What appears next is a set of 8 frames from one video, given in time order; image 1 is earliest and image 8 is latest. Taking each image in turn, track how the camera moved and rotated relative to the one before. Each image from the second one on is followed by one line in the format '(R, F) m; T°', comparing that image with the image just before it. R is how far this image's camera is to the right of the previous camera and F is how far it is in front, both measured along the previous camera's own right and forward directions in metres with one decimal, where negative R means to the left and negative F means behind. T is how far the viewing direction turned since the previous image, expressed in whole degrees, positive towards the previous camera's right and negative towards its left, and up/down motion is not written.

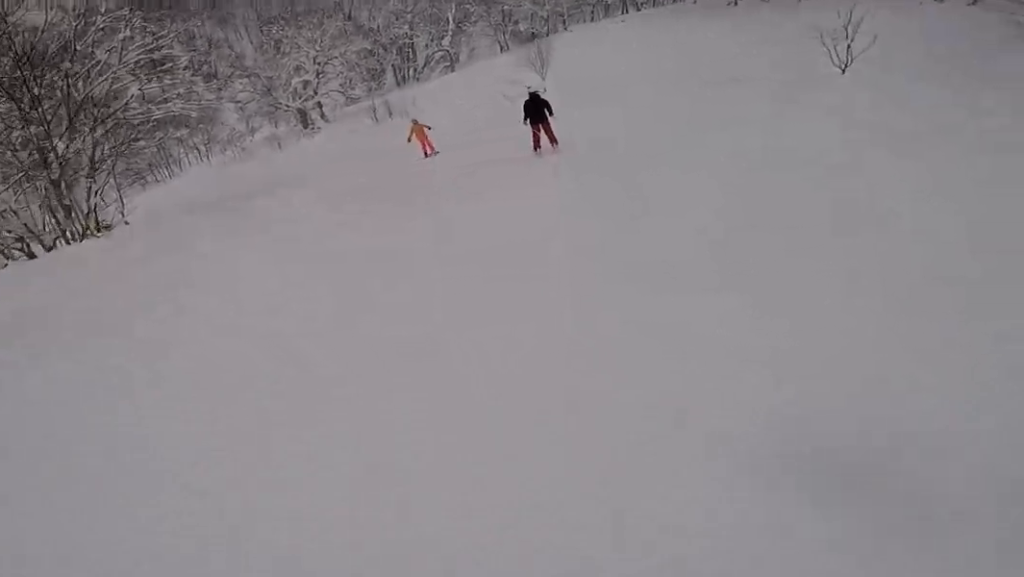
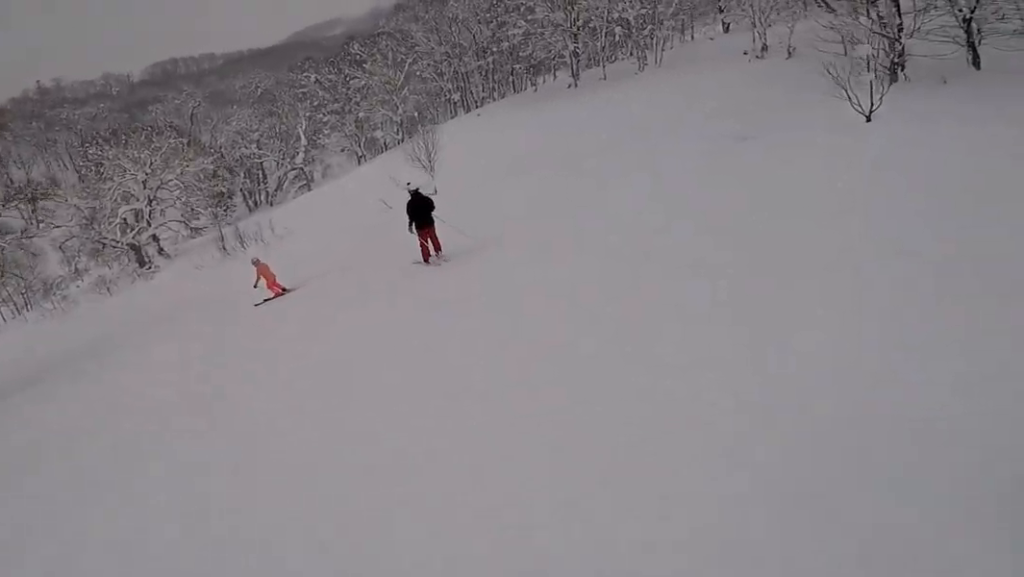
(+0.9, +6.4) m; +6°
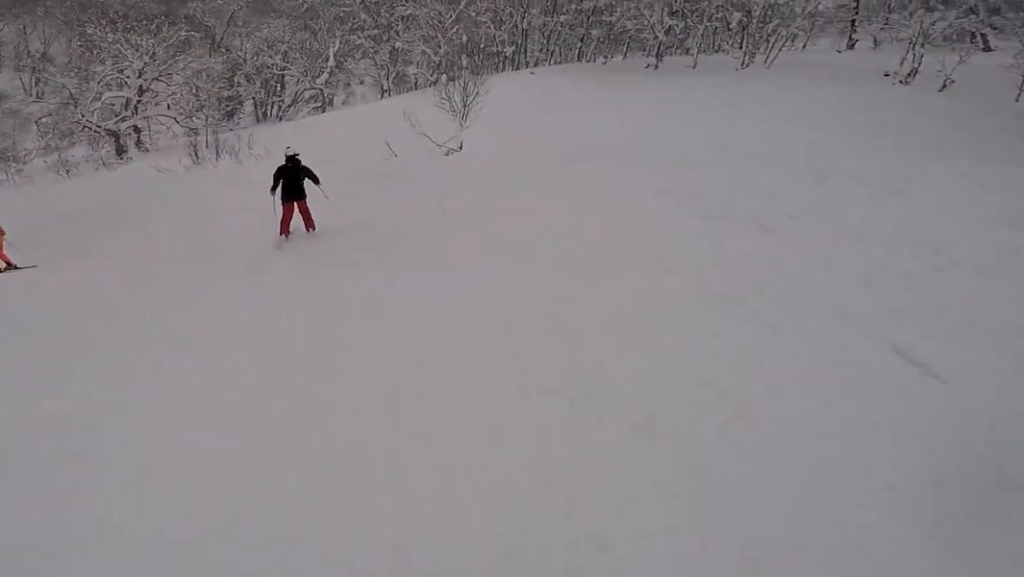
(+0.2, +5.8) m; -10°
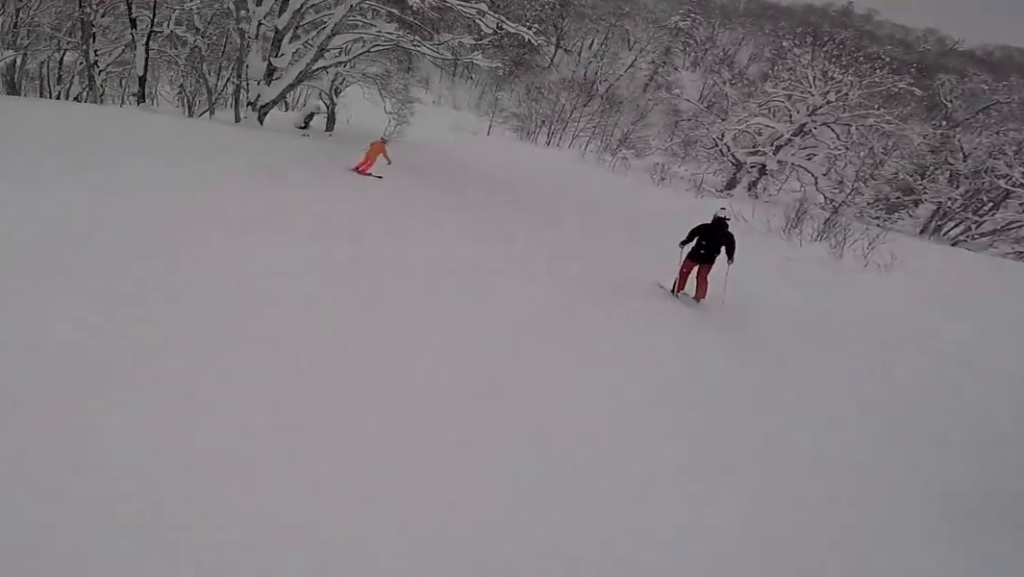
(-1.8, +6.4) m; -20°
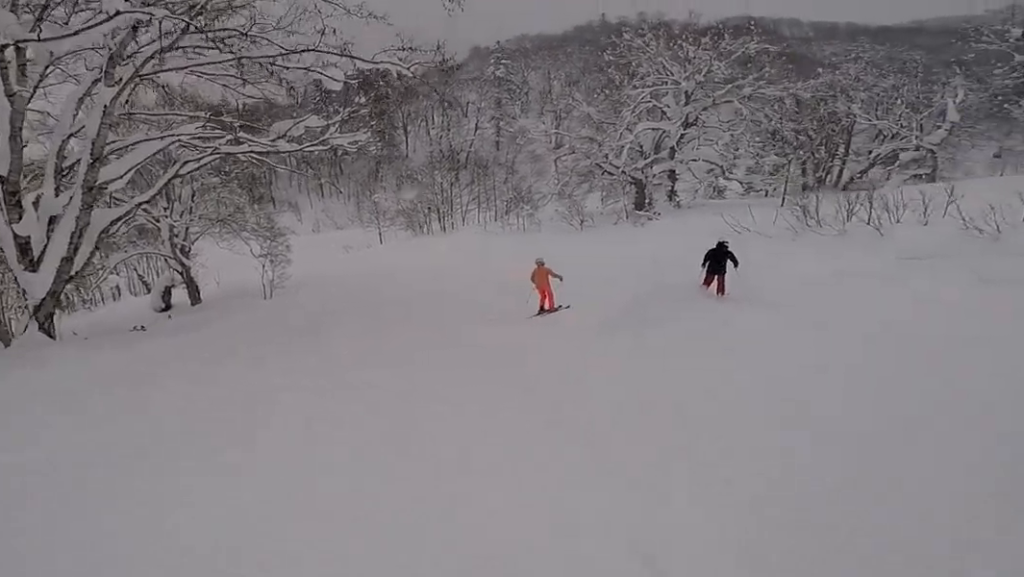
(-1.7, +9.9) m; -5°
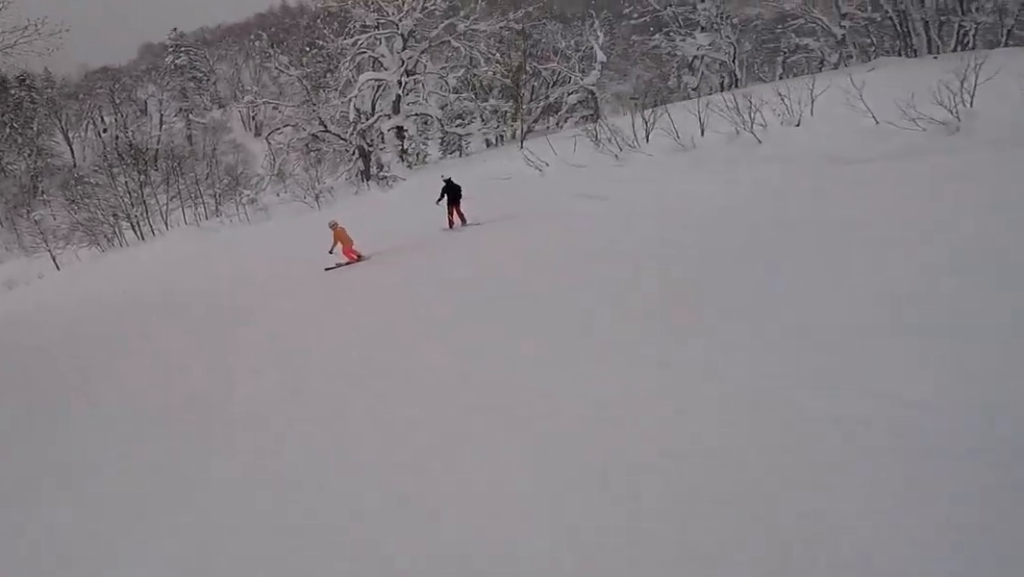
(+1.4, +7.6) m; +9°
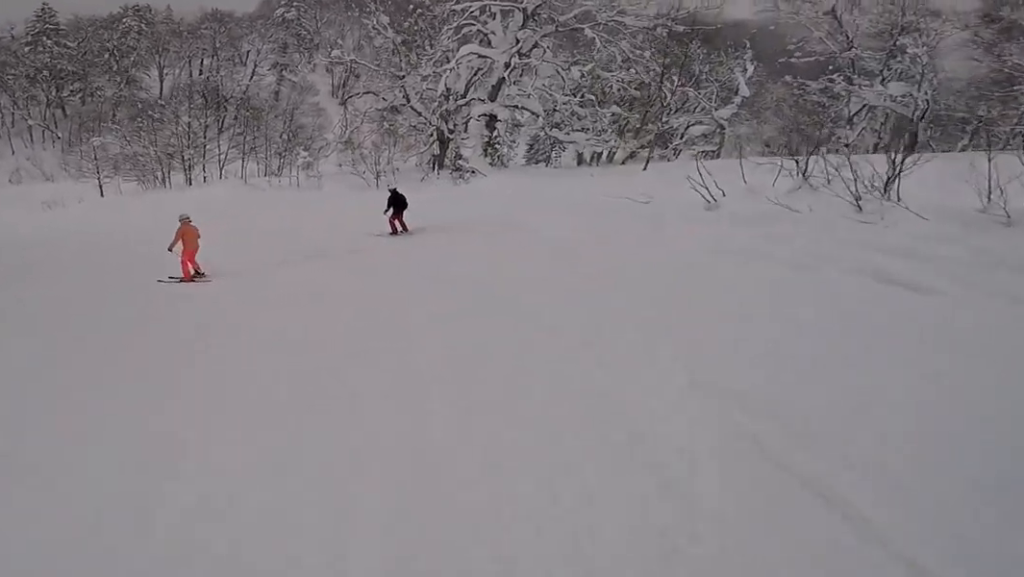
(-0.6, +5.7) m; -5°
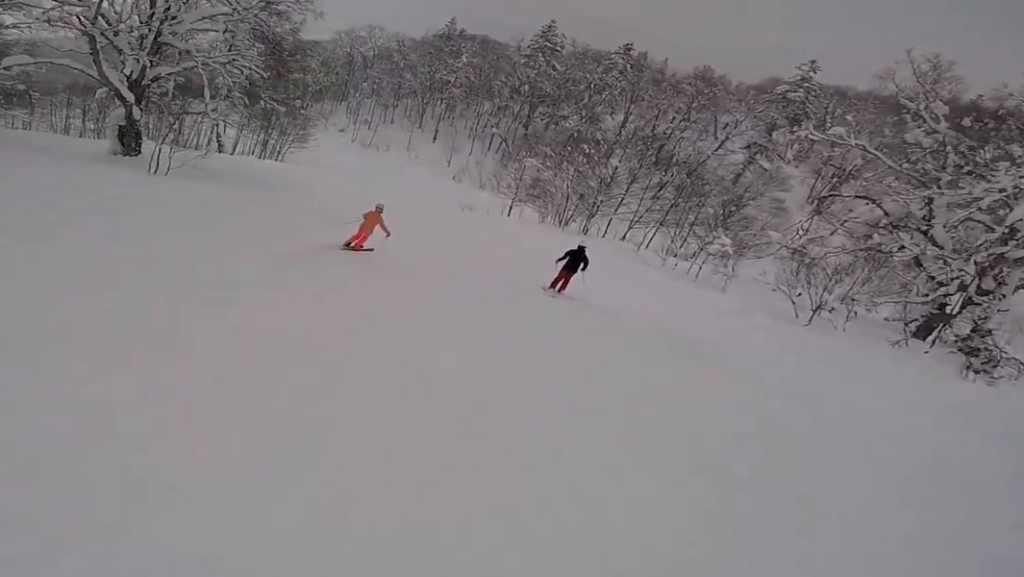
(-0.2, +7.0) m; -12°
